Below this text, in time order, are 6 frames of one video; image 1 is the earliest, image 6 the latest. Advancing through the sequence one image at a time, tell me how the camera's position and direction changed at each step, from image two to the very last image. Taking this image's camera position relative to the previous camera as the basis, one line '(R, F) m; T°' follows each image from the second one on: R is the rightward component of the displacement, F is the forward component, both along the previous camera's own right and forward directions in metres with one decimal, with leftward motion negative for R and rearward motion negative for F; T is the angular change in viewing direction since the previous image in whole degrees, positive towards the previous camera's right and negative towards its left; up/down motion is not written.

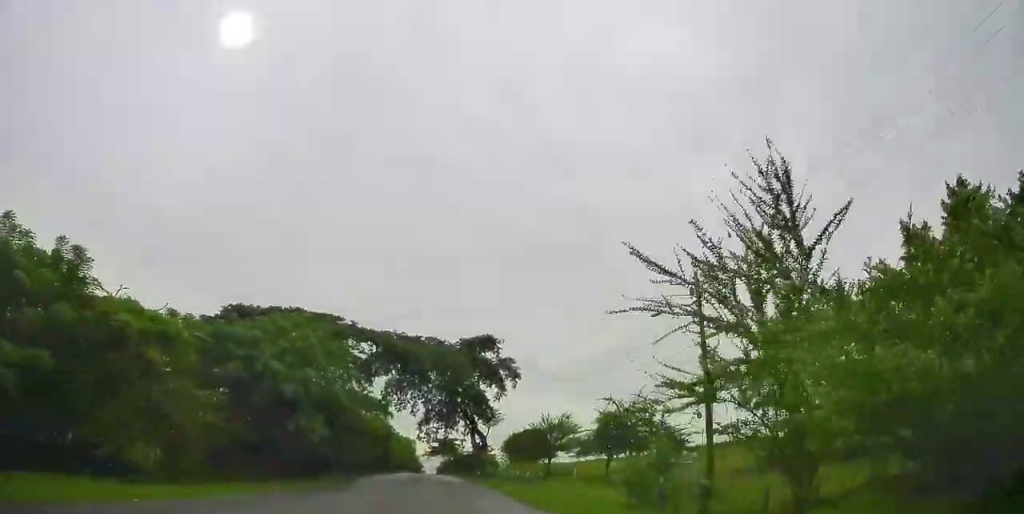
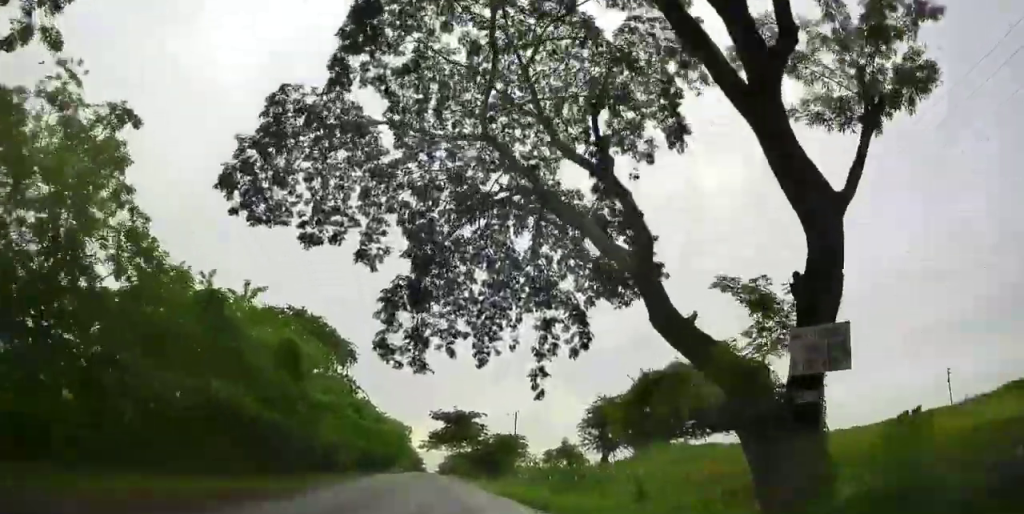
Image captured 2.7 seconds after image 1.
(+0.1, +58.7) m; 0°
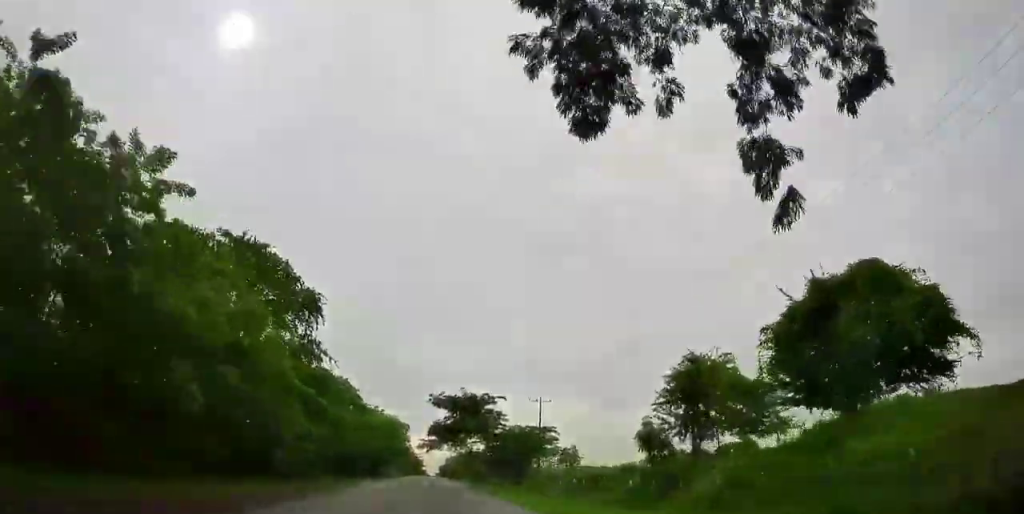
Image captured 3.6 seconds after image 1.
(0.0, +18.1) m; 0°
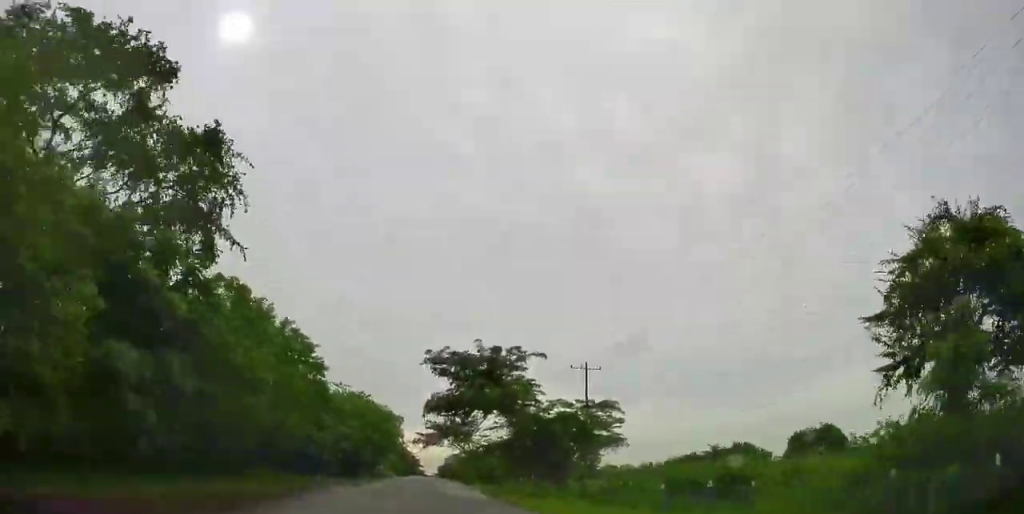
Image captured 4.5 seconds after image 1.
(0.0, +19.8) m; 0°
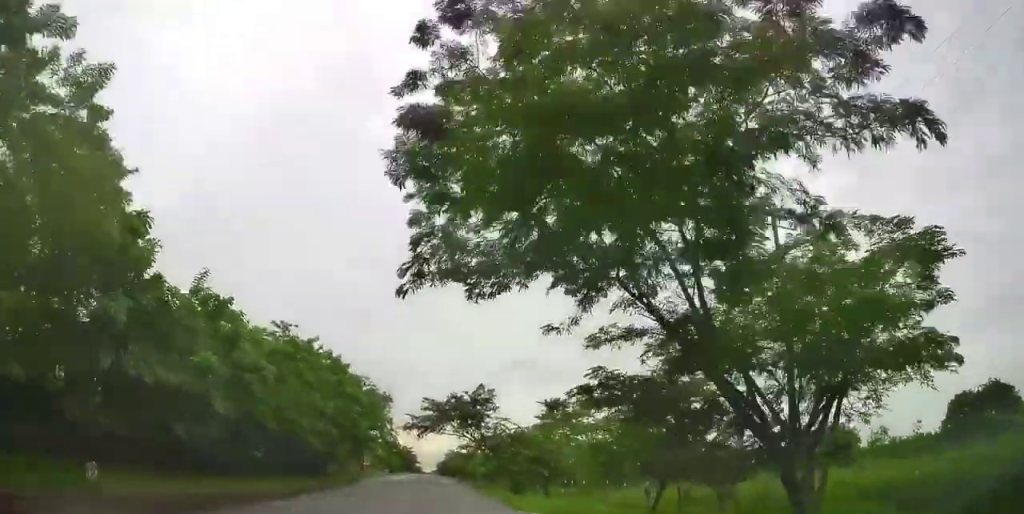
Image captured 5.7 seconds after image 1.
(-0.1, +25.7) m; 0°
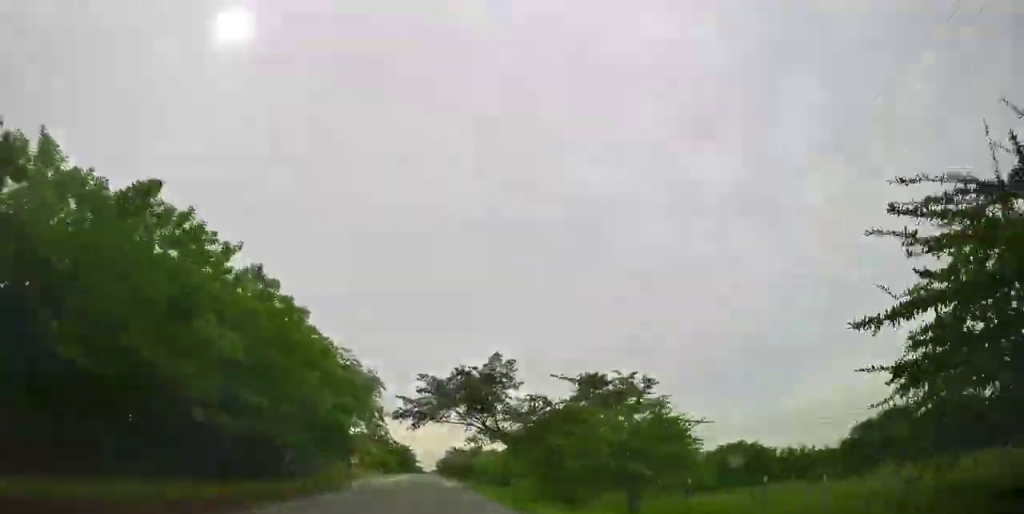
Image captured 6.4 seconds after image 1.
(0.0, +16.3) m; +1°
